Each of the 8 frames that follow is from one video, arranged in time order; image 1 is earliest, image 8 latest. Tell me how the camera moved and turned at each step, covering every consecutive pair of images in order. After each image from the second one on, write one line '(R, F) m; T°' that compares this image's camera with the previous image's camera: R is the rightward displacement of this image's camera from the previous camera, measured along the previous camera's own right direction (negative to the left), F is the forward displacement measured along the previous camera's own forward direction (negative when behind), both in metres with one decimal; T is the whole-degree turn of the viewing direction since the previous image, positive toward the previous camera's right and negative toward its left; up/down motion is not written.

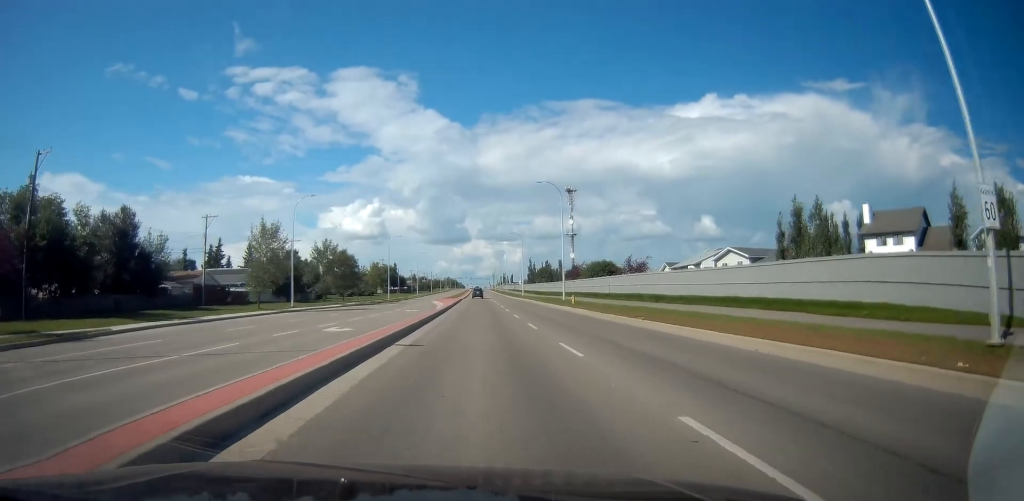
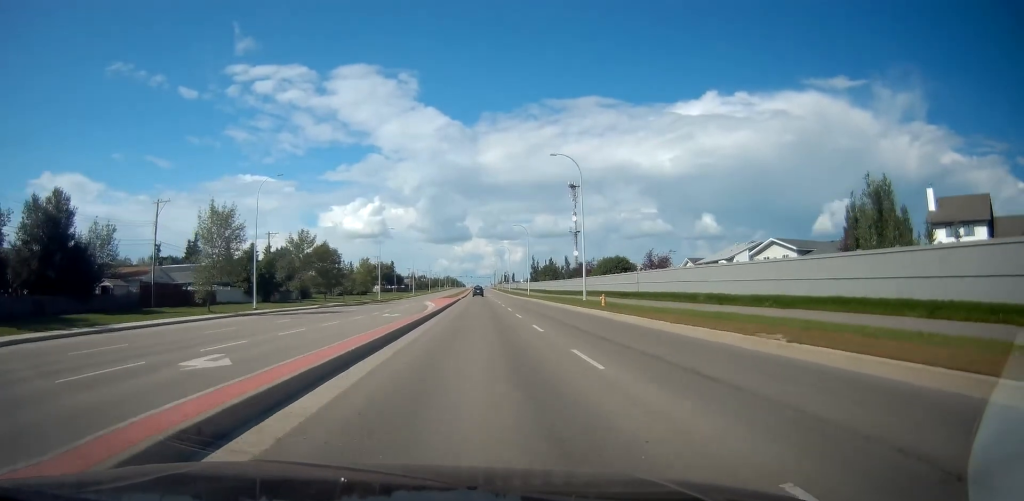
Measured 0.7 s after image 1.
(0.0, +11.3) m; +1°
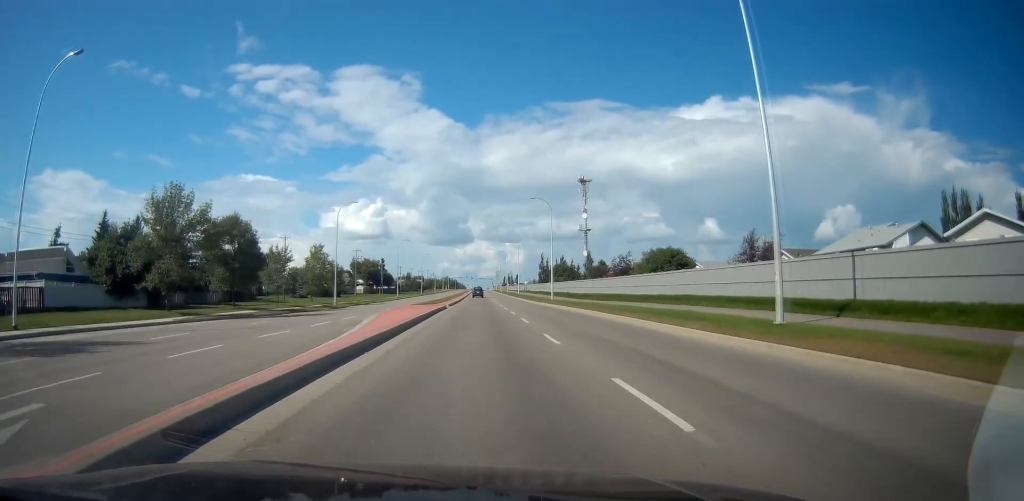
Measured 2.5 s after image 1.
(0.0, +31.5) m; -2°
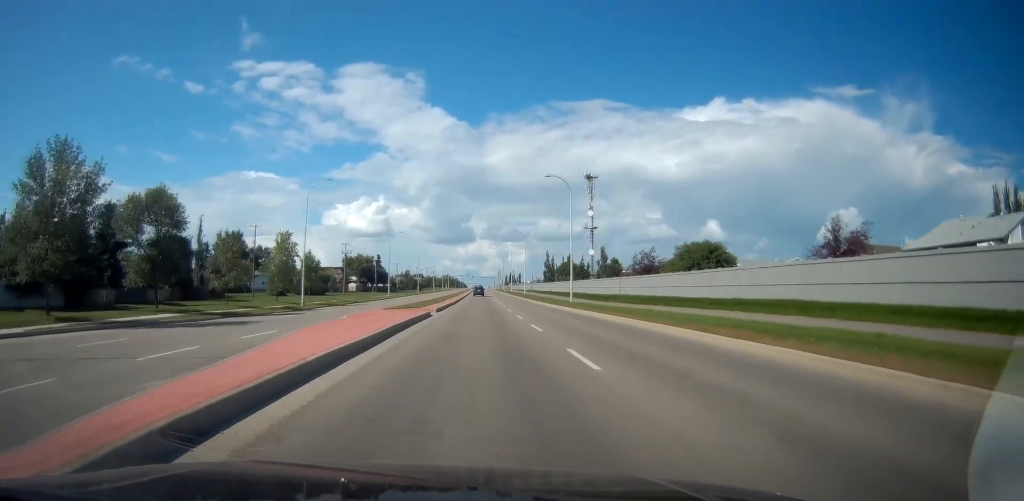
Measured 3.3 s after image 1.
(0.0, +13.5) m; 0°
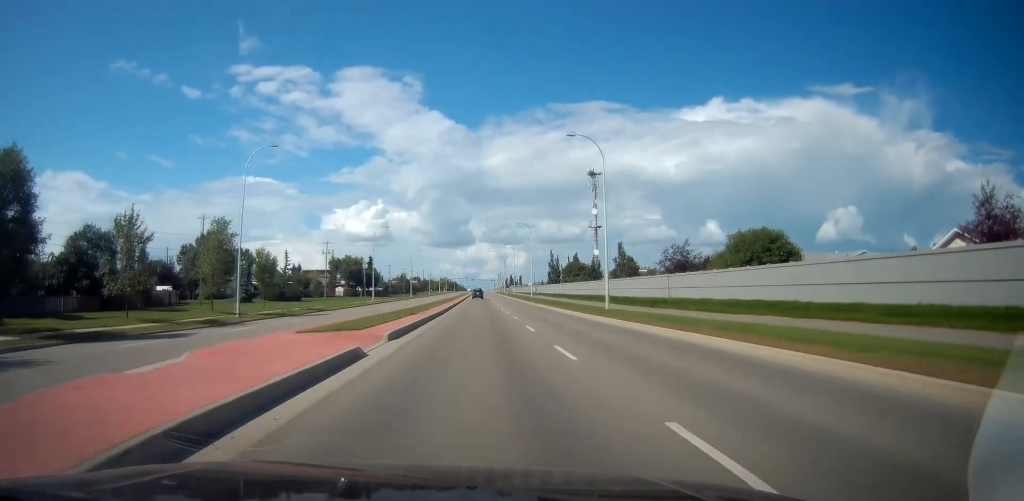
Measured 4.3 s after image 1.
(0.0, +15.8) m; 0°
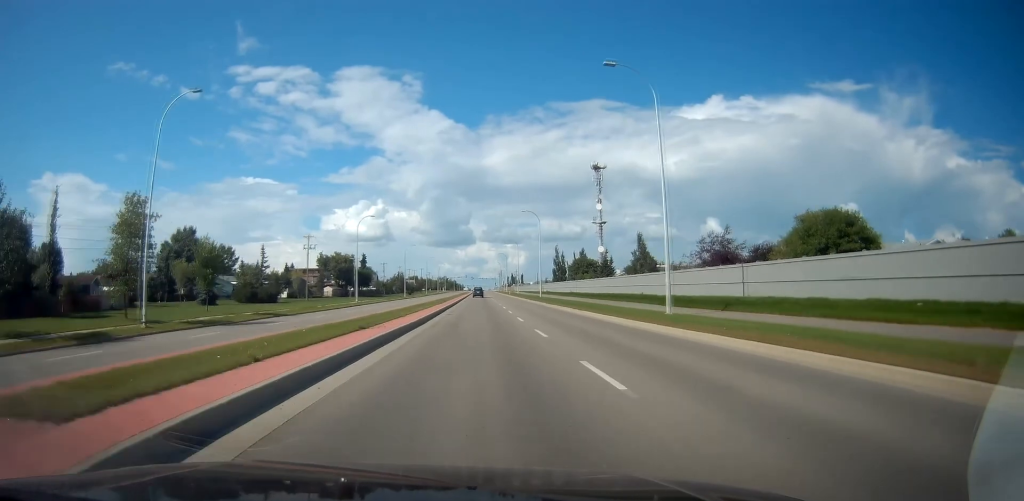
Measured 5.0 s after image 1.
(0.0, +12.9) m; 0°
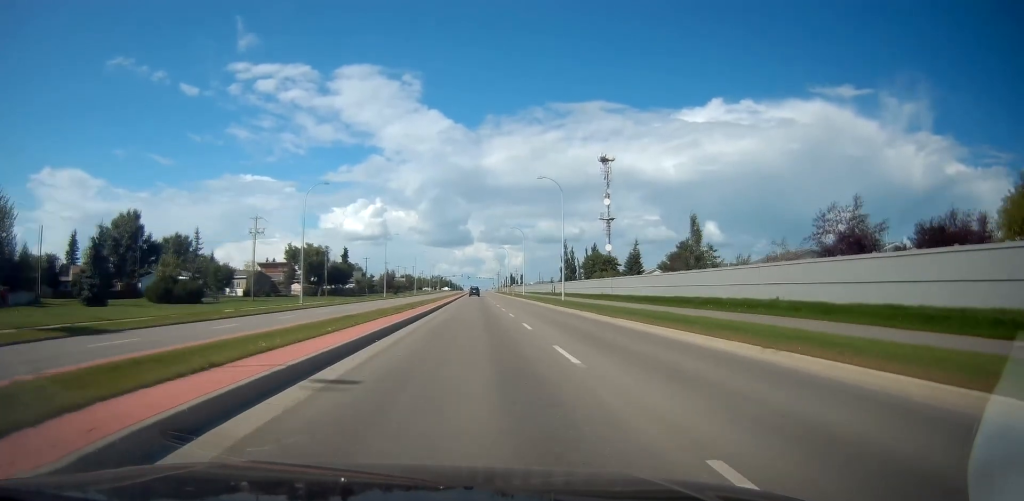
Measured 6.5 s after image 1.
(0.0, +24.7) m; 0°
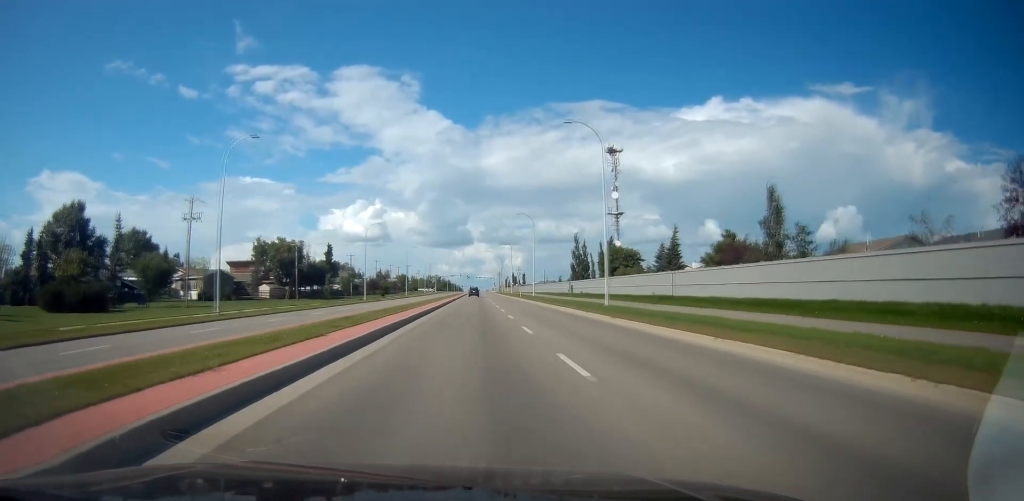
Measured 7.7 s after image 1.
(0.0, +19.4) m; 0°
